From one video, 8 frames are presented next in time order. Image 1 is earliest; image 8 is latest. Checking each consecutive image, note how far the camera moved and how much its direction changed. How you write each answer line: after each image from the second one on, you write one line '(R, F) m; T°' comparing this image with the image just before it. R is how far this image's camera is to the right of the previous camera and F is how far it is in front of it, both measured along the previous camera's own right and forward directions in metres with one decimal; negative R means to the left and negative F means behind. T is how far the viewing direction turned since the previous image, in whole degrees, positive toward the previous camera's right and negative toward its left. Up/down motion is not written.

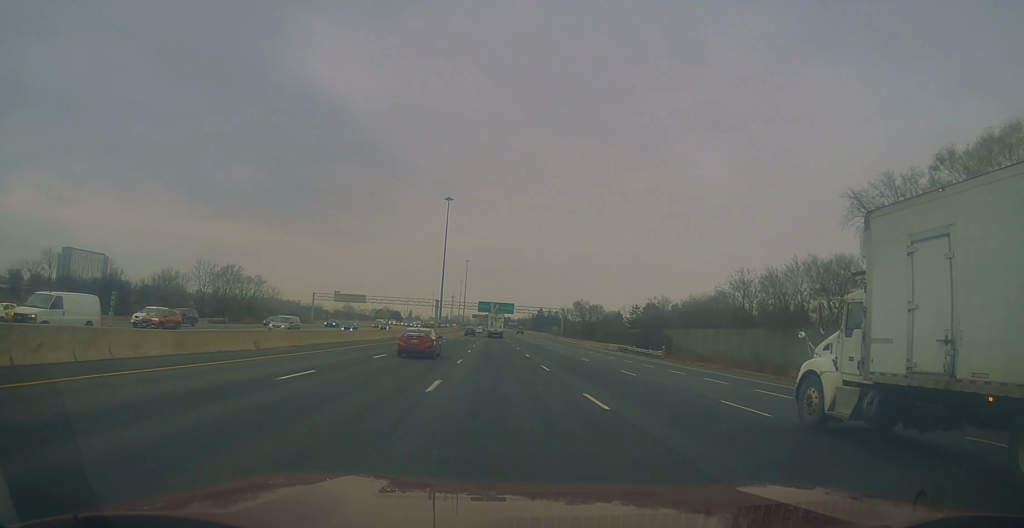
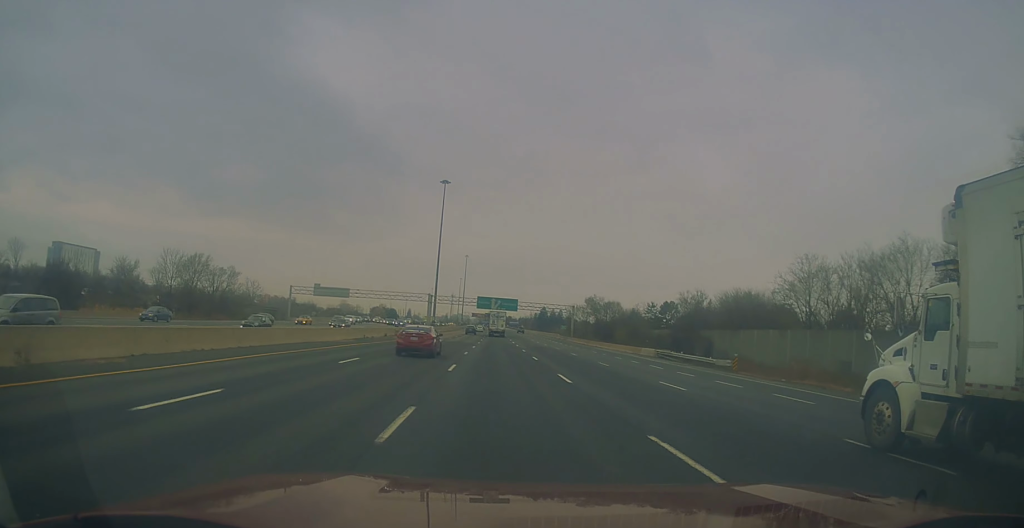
(+0.3, +18.6) m; +1°
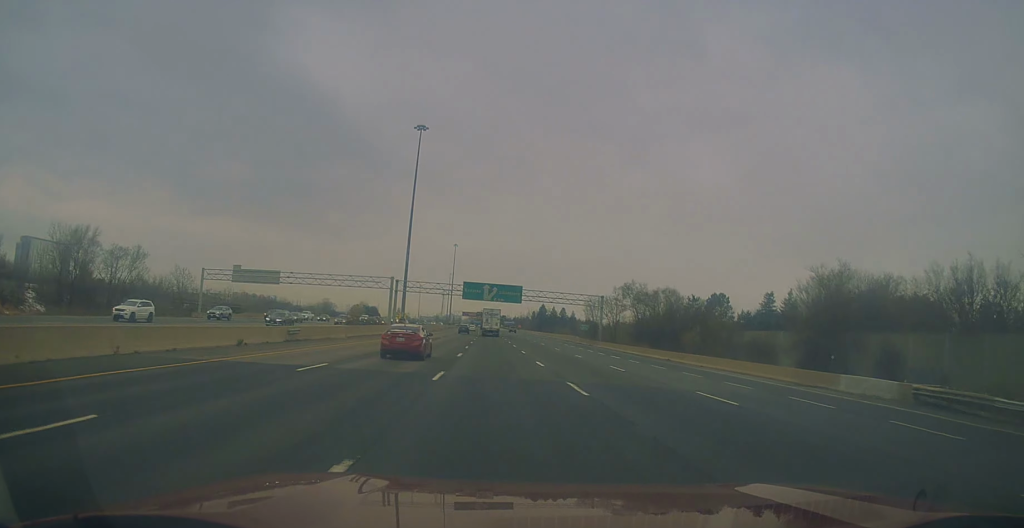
(-0.2, +41.6) m; -1°
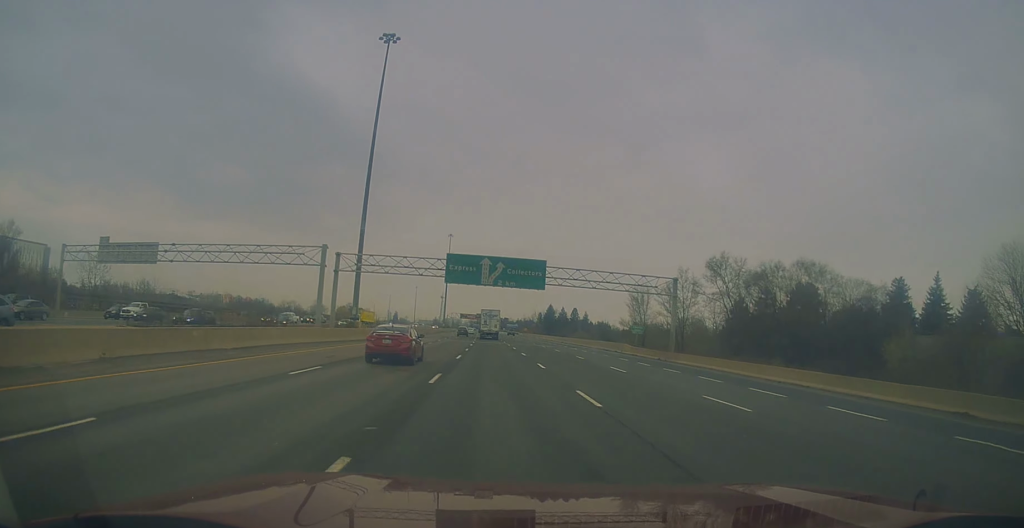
(-0.5, +37.2) m; 0°
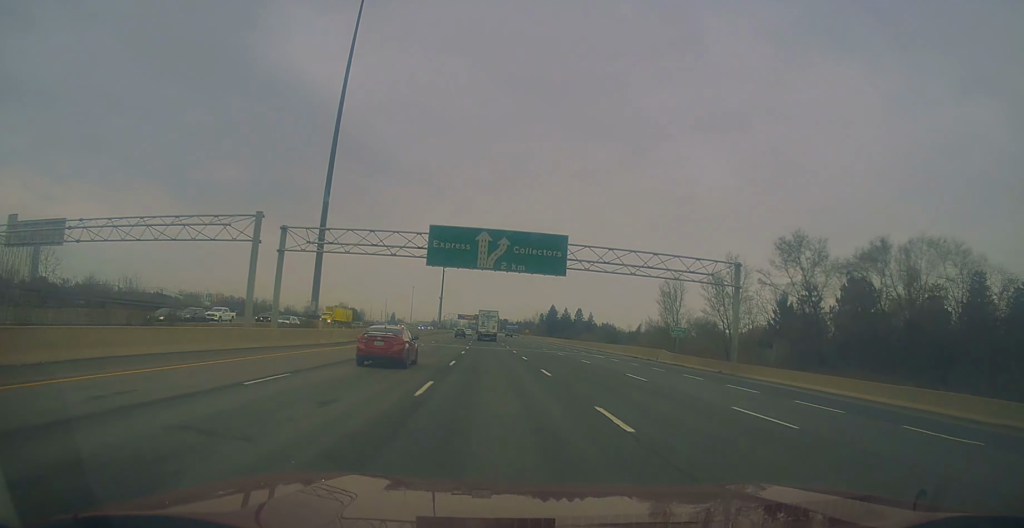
(-0.1, +15.4) m; +1°
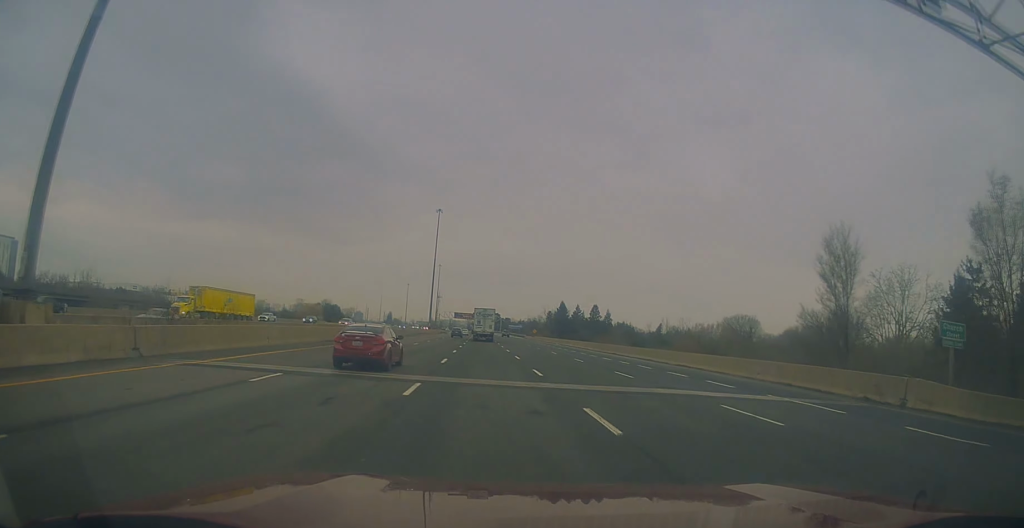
(+0.5, +34.9) m; +2°
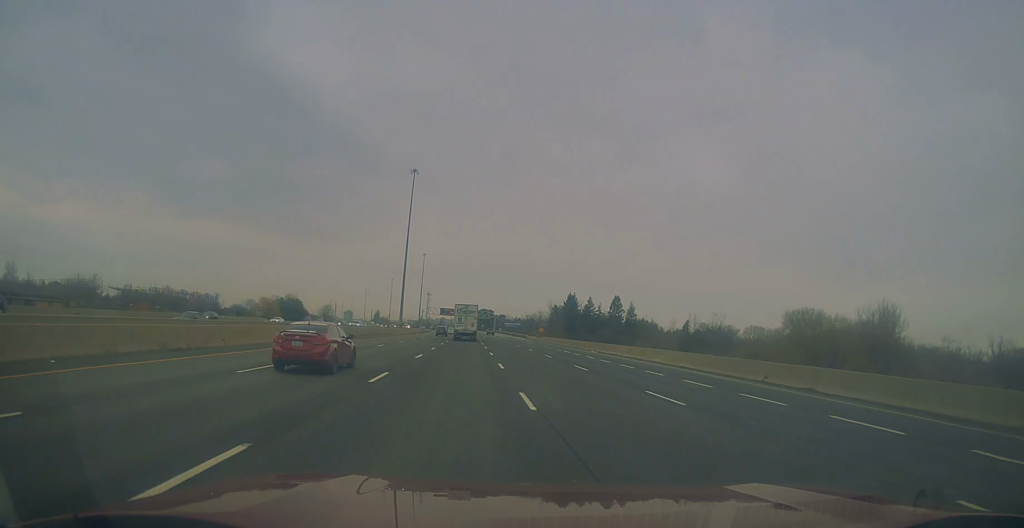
(+0.1, +44.5) m; -1°
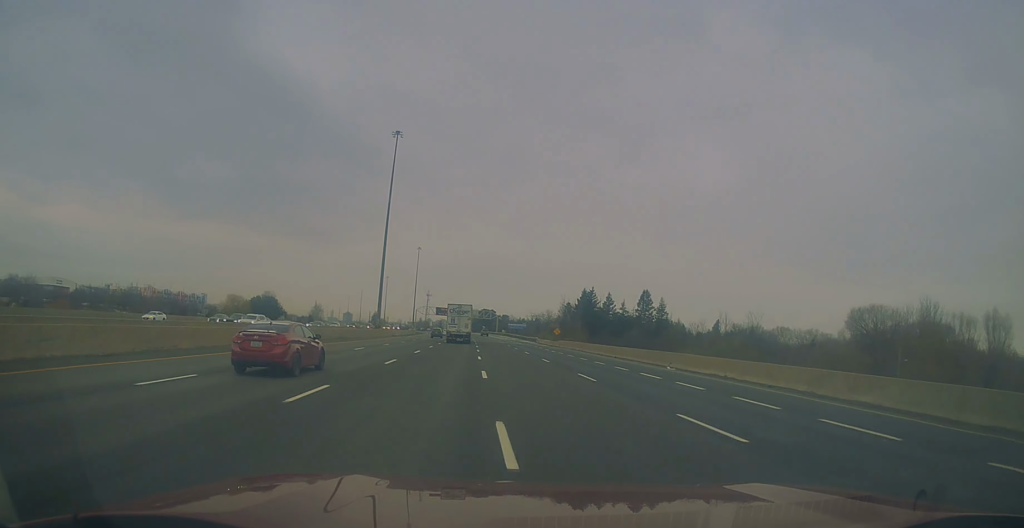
(-0.6, +28.1) m; 0°
